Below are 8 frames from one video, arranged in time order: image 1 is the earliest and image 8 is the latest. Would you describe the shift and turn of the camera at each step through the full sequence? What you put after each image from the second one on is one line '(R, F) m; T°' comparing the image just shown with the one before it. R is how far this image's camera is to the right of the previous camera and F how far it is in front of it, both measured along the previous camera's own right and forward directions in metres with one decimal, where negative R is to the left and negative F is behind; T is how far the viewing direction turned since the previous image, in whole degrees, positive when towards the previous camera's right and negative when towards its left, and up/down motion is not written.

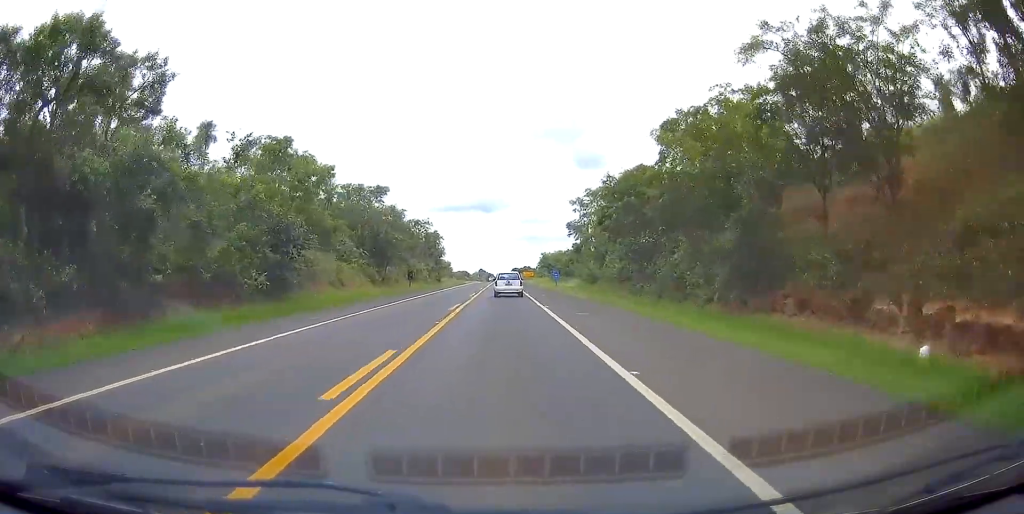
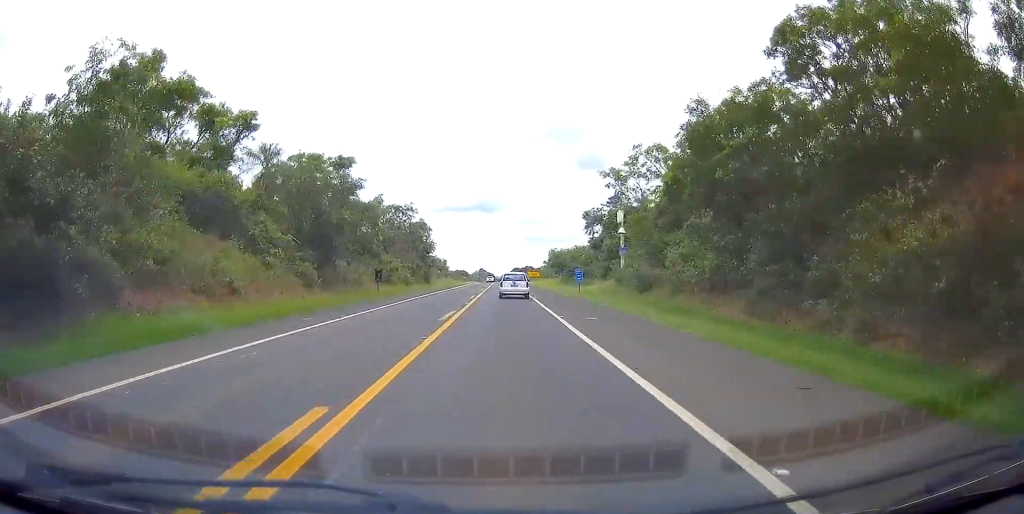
(-0.1, +20.7) m; 0°
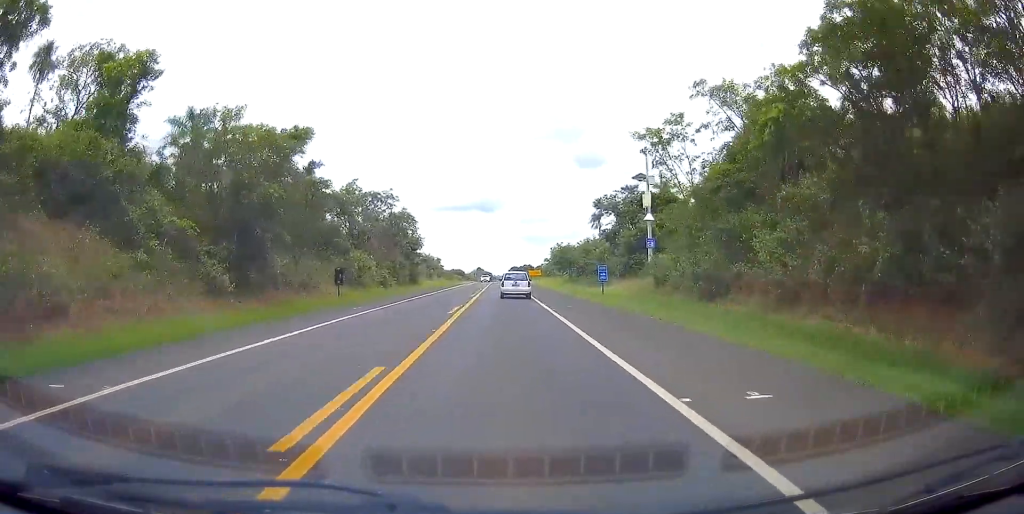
(0.0, +13.3) m; 0°
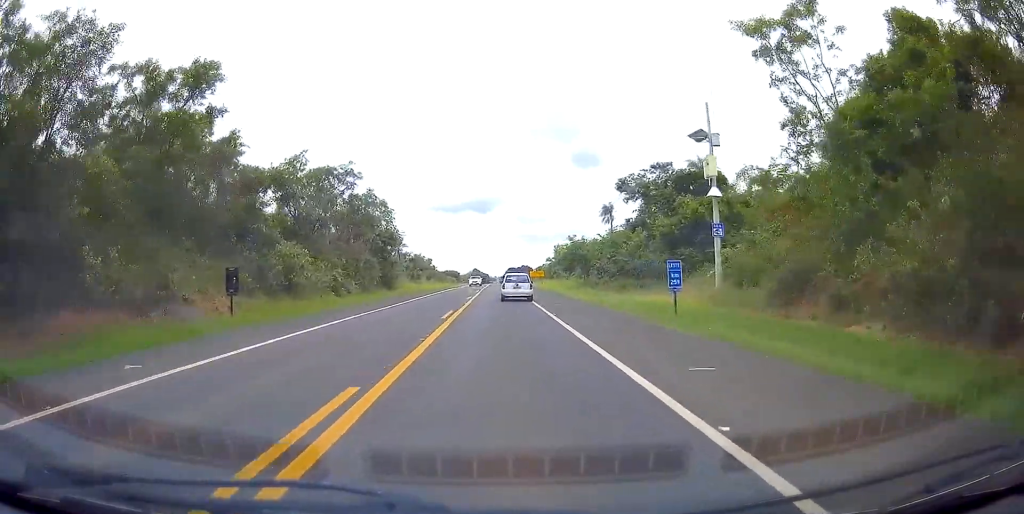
(+0.2, +17.5) m; +1°
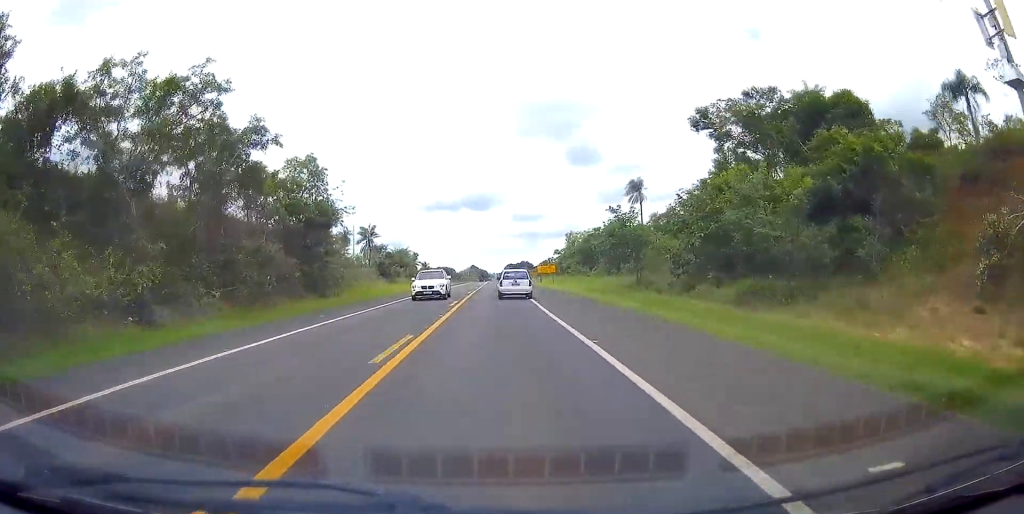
(+0.1, +25.8) m; -1°
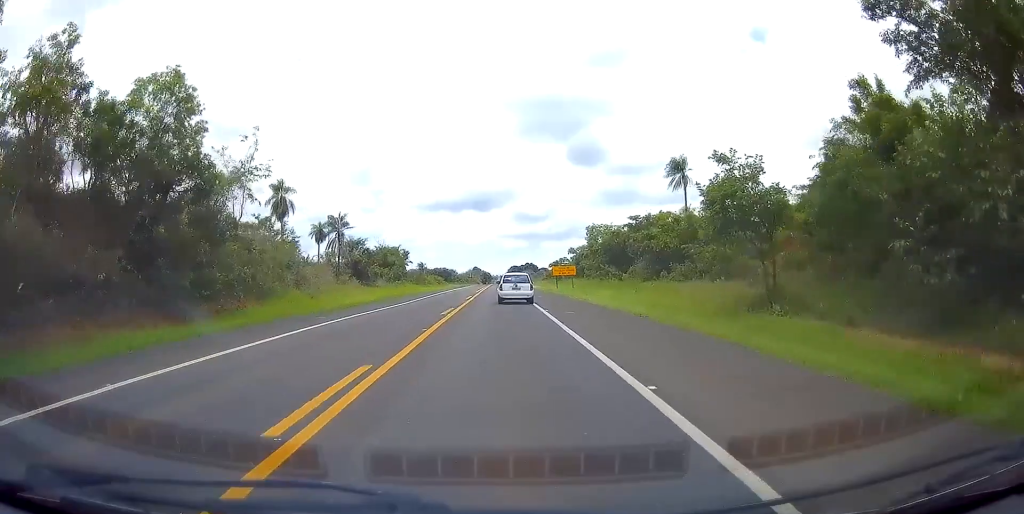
(-0.3, +20.1) m; 0°
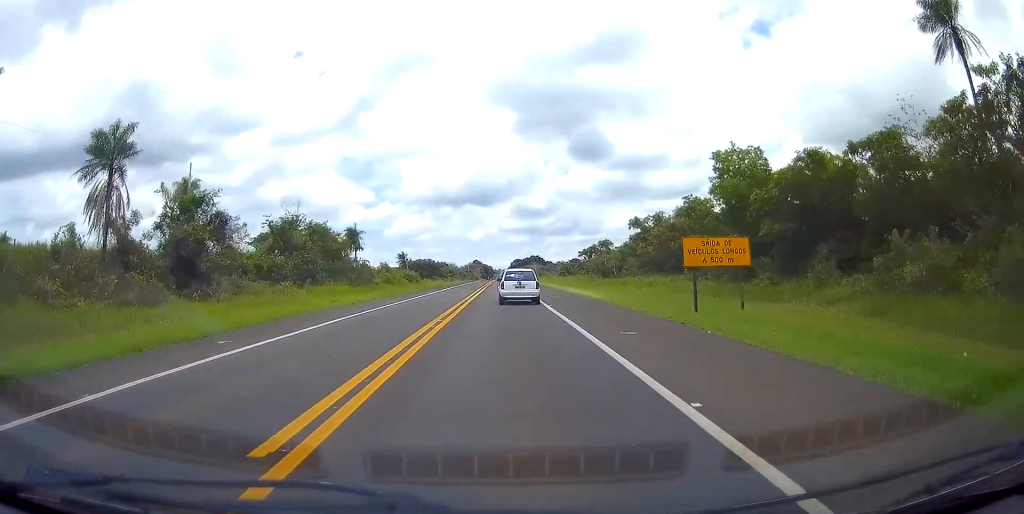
(-0.3, +48.2) m; 0°
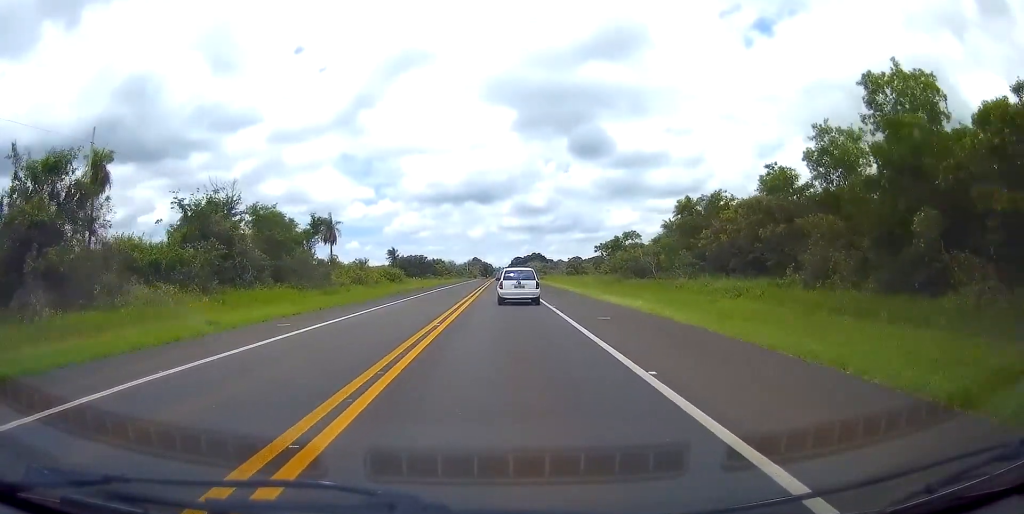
(-0.2, +16.0) m; 0°
